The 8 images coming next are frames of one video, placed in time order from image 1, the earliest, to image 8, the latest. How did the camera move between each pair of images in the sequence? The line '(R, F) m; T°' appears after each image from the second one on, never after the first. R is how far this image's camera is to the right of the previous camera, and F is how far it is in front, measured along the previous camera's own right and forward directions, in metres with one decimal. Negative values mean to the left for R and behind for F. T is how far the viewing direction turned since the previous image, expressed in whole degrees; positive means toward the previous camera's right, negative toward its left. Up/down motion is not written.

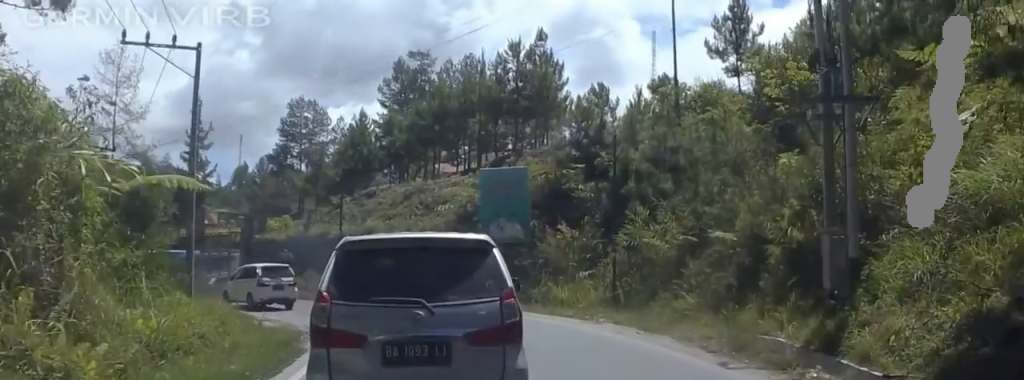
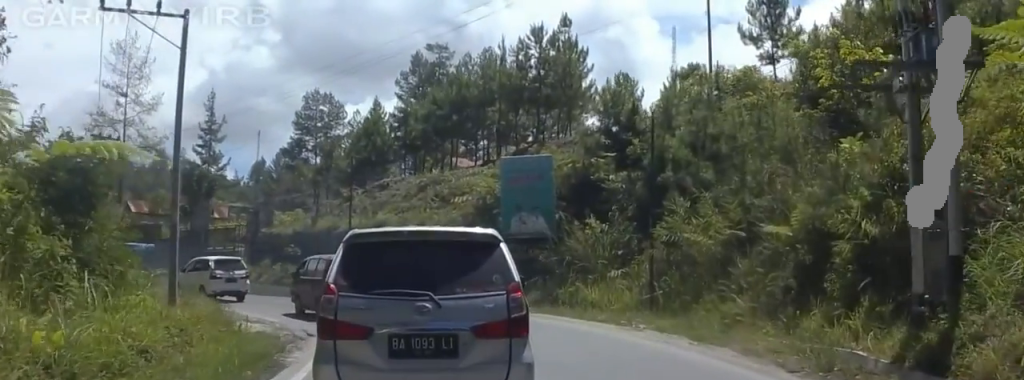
(0.0, +3.4) m; +5°
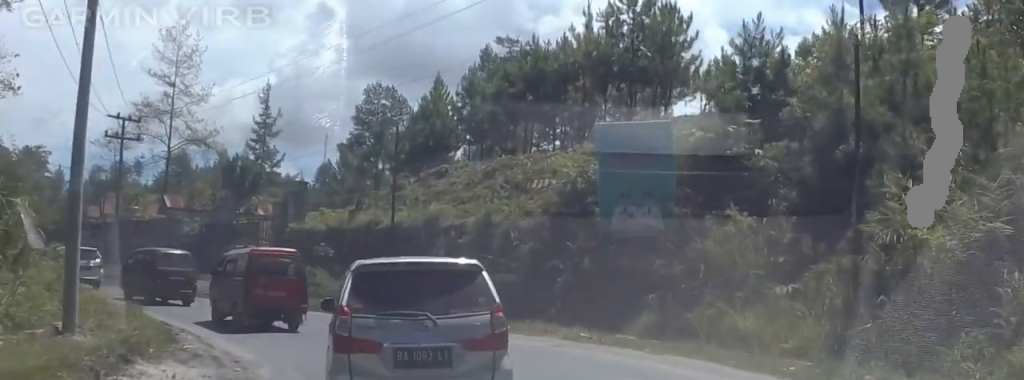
(+1.3, +11.1) m; +5°
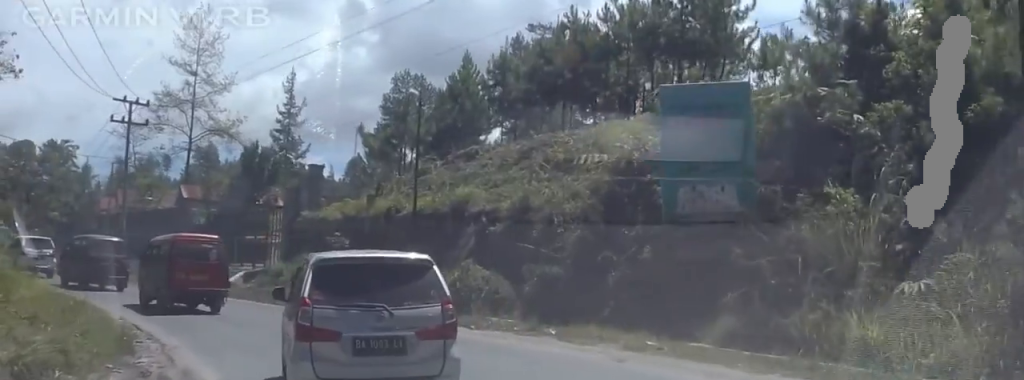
(0.0, +4.0) m; +1°
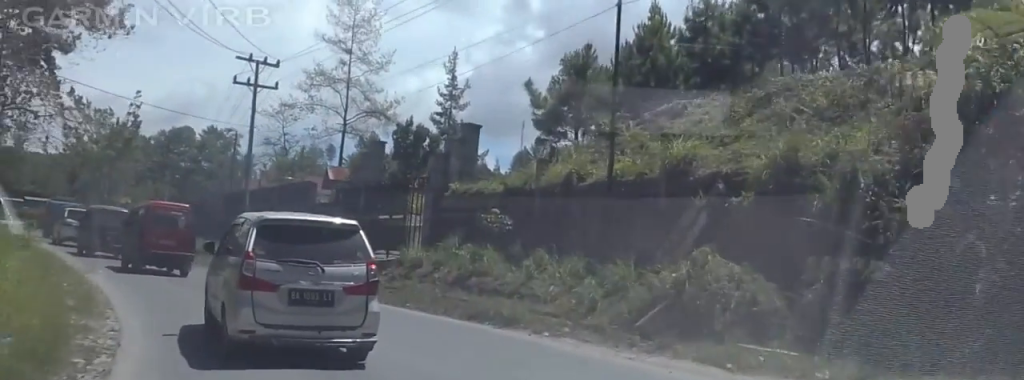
(-0.7, +8.1) m; -18°
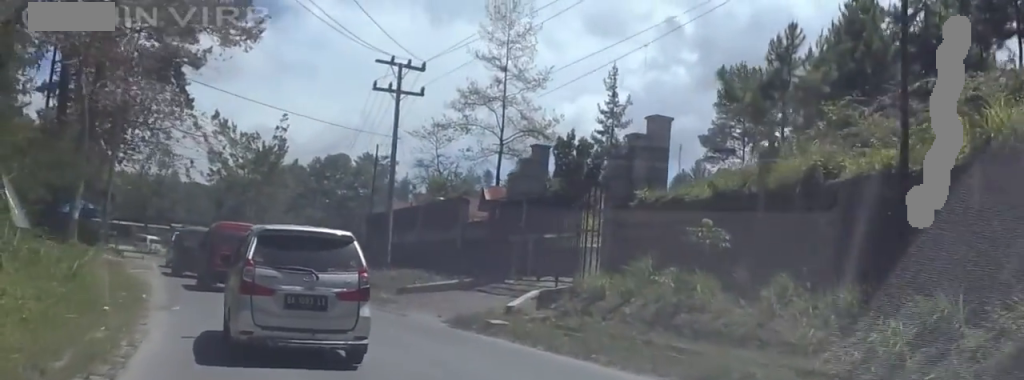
(-0.9, +5.5) m; -13°
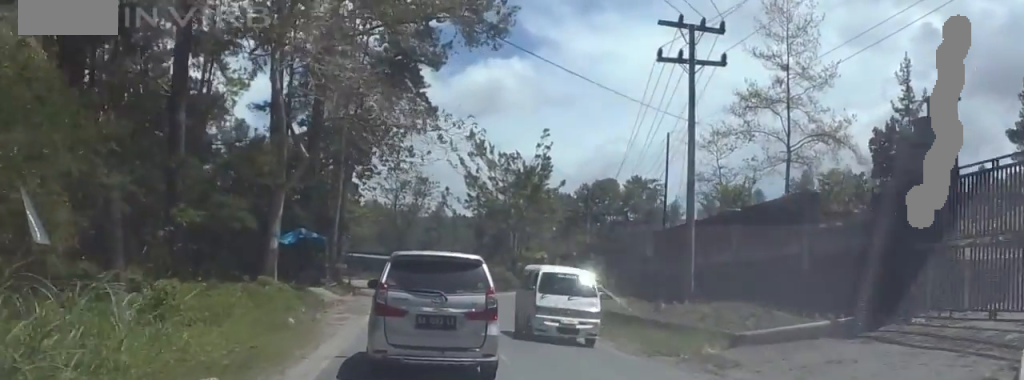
(-0.9, +10.0) m; -5°
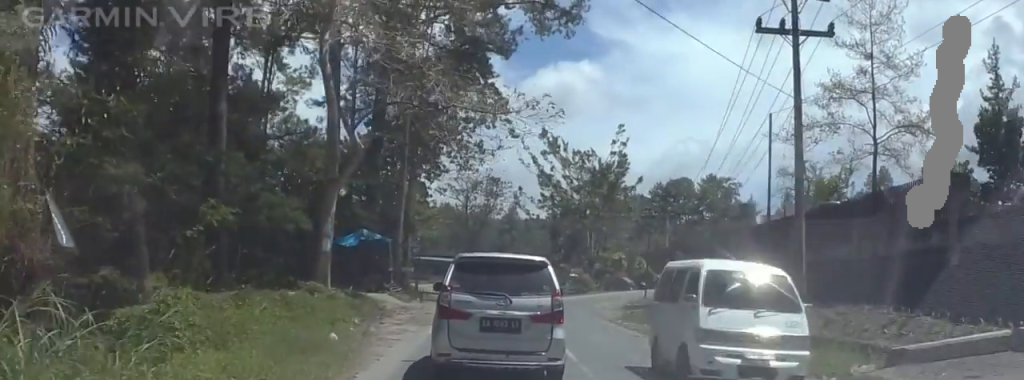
(0.0, +3.3) m; 0°
